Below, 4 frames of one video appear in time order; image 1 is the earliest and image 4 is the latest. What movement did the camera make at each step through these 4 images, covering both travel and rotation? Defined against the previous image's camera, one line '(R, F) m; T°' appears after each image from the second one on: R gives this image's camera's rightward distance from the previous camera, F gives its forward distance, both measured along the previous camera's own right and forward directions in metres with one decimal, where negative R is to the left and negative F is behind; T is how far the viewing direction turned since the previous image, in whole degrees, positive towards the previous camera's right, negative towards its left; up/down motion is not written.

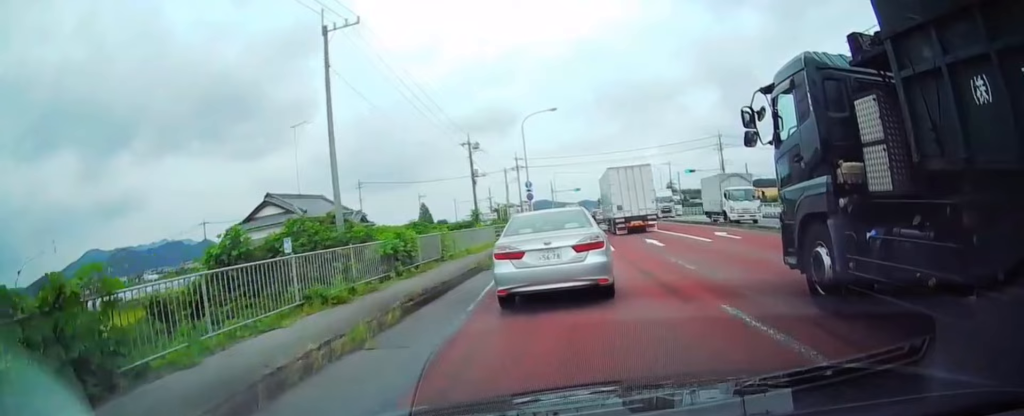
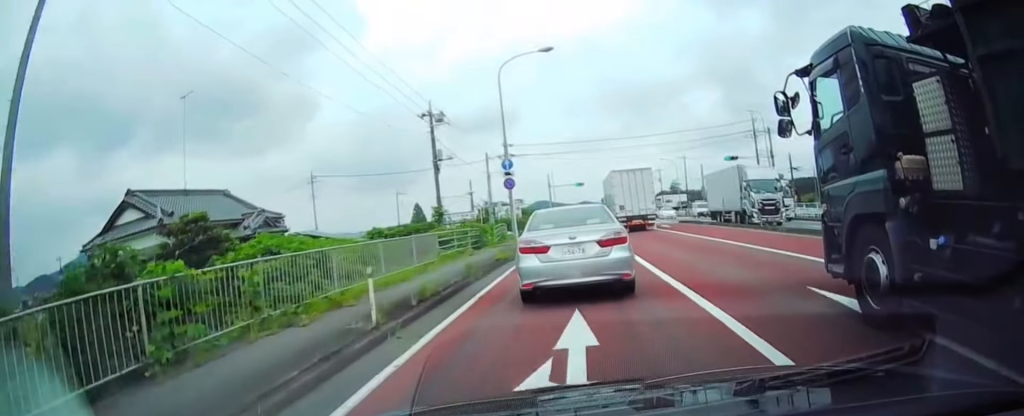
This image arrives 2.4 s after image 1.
(0.0, +13.3) m; 0°
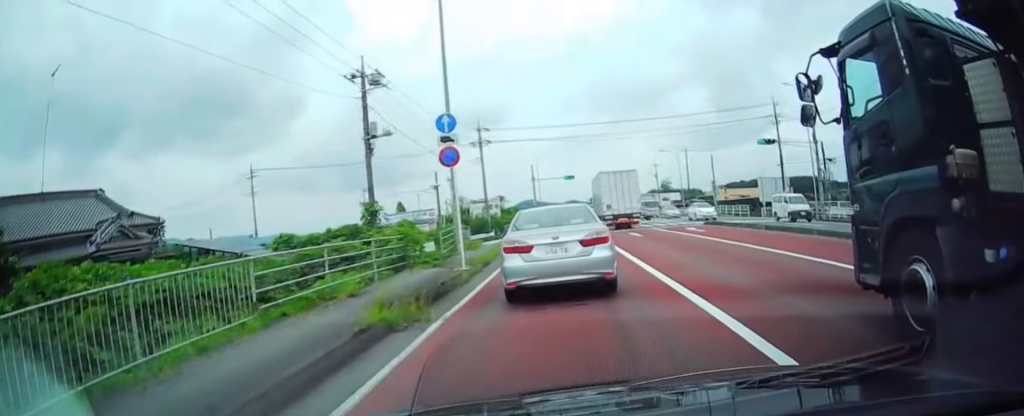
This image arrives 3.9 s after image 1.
(0.0, +10.4) m; +1°
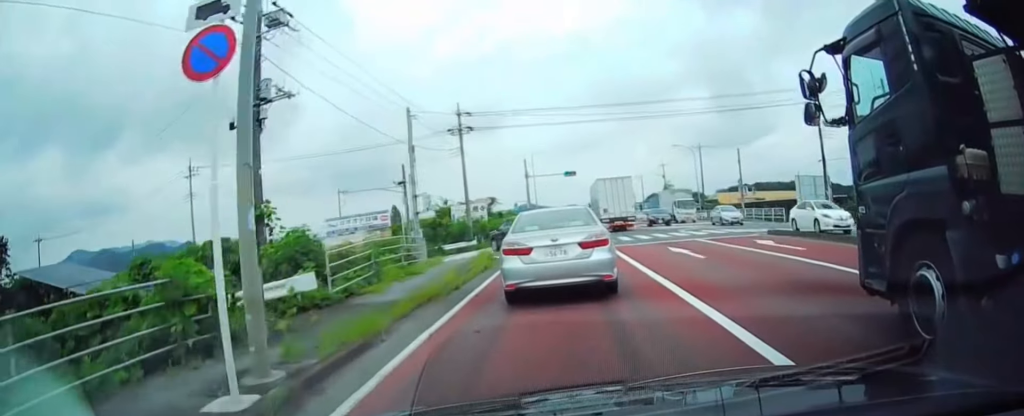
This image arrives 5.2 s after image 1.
(+0.2, +10.3) m; +3°
